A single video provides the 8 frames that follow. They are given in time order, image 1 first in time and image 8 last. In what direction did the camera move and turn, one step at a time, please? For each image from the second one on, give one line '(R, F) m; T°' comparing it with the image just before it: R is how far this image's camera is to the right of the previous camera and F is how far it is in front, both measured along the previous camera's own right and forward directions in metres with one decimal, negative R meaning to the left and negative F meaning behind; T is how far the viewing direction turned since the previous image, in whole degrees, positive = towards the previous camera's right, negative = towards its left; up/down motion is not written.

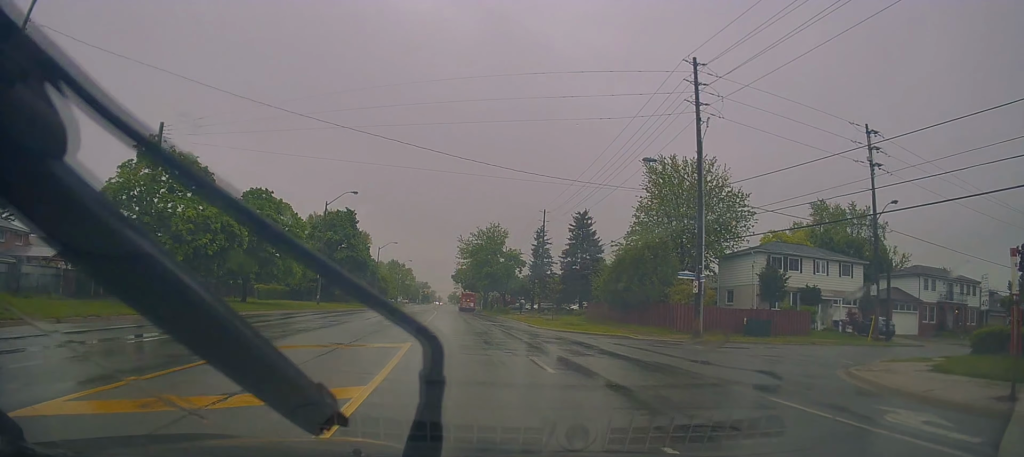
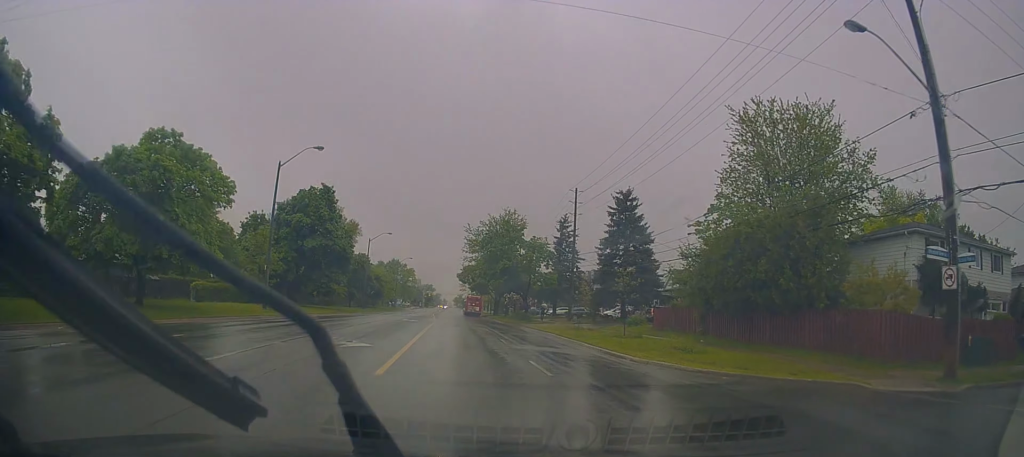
(-0.1, +17.6) m; +1°
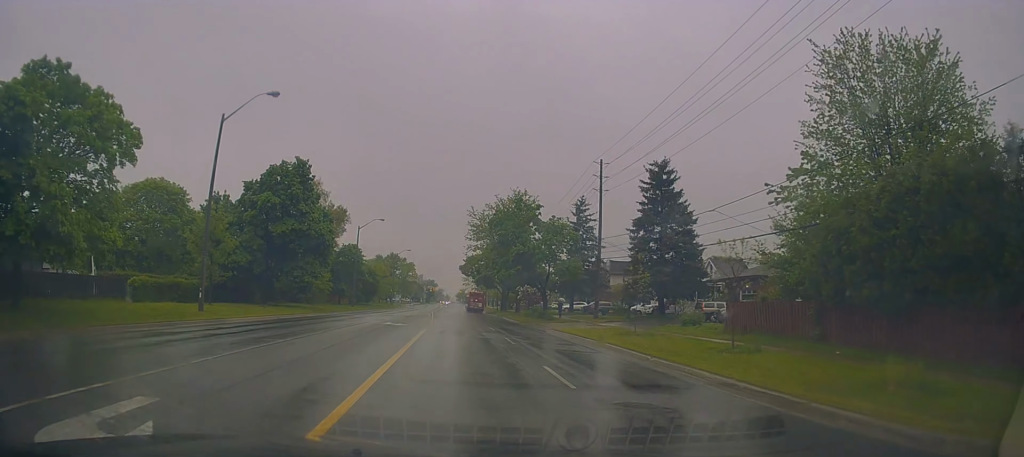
(+0.3, +10.5) m; 0°
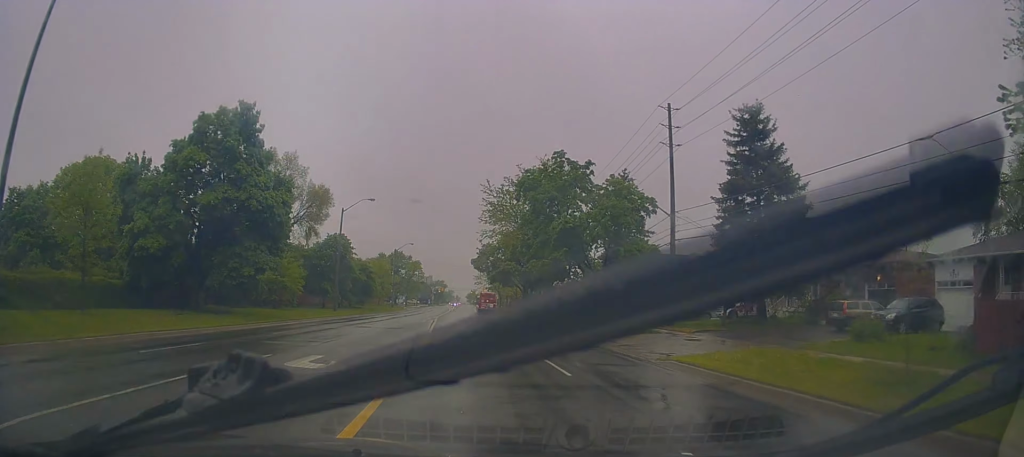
(-0.2, +15.6) m; -3°
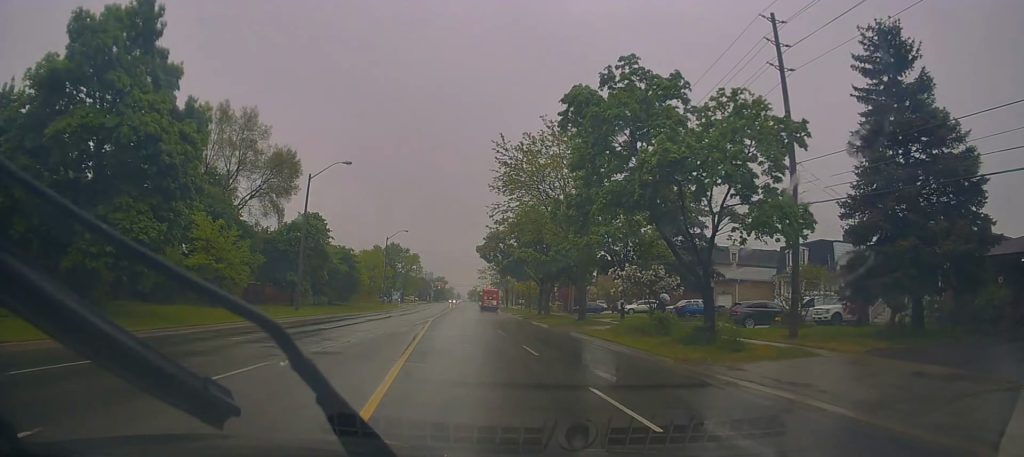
(-0.4, +13.9) m; 0°
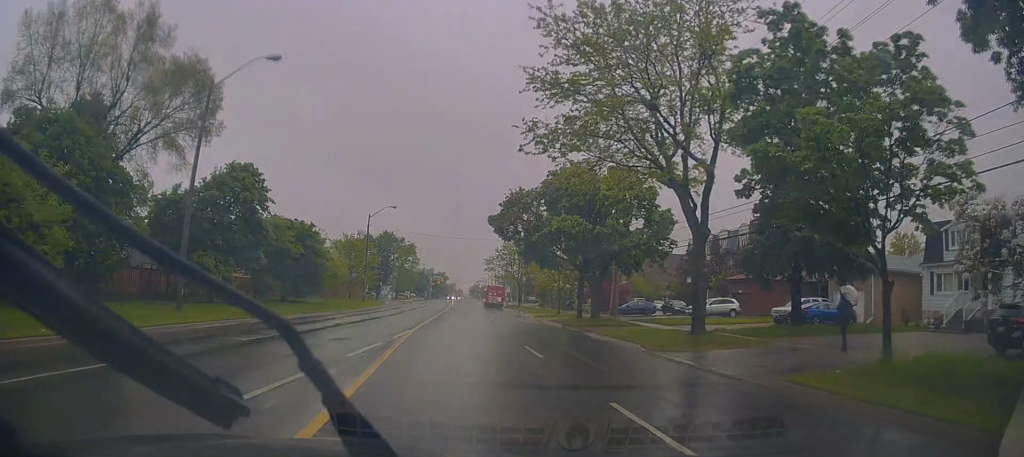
(+0.7, +19.3) m; +3°
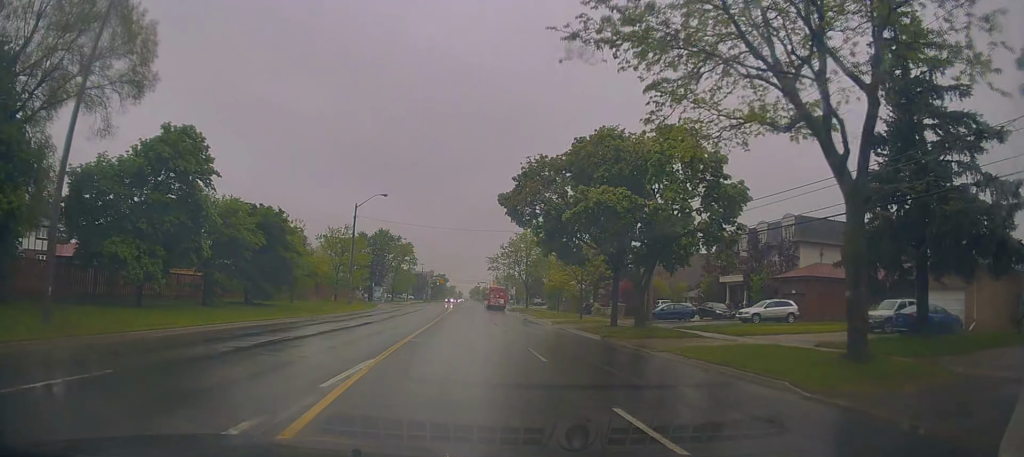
(-0.1, +8.9) m; 0°
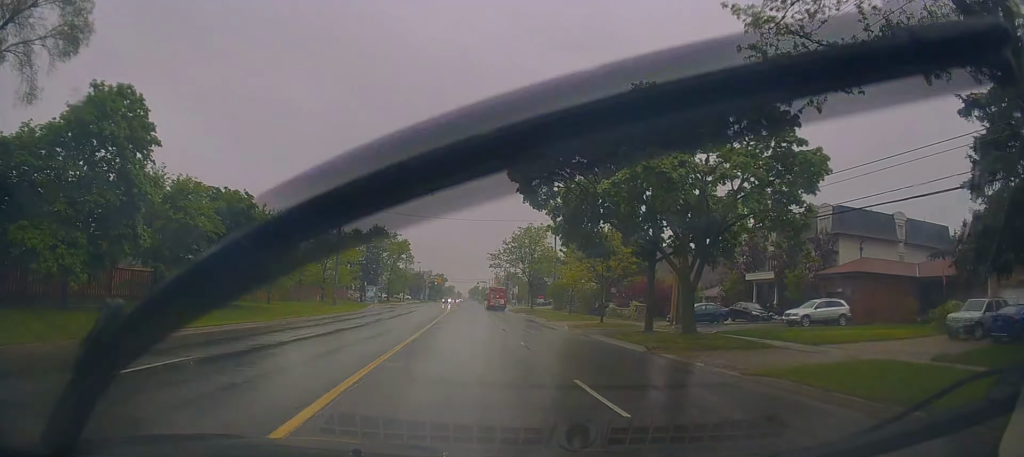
(-0.1, +6.0) m; 0°
